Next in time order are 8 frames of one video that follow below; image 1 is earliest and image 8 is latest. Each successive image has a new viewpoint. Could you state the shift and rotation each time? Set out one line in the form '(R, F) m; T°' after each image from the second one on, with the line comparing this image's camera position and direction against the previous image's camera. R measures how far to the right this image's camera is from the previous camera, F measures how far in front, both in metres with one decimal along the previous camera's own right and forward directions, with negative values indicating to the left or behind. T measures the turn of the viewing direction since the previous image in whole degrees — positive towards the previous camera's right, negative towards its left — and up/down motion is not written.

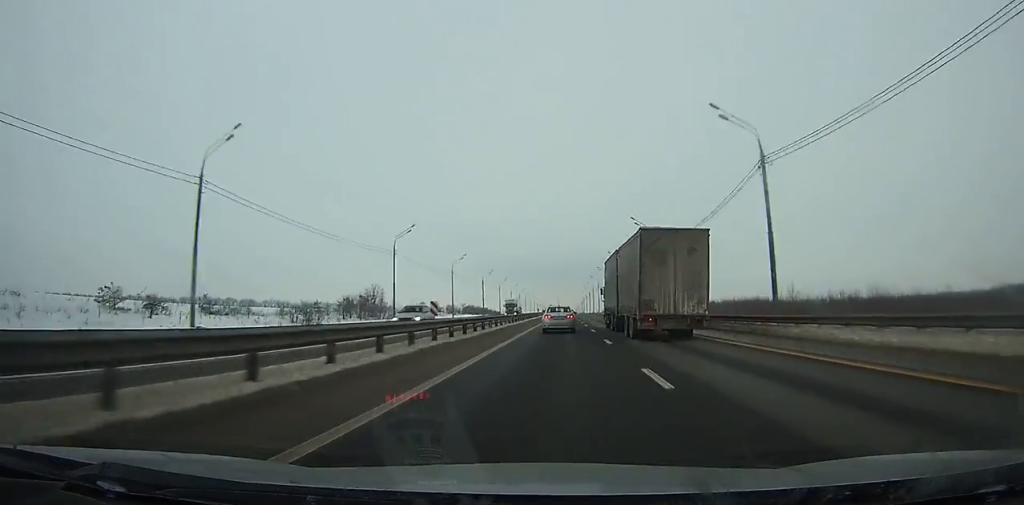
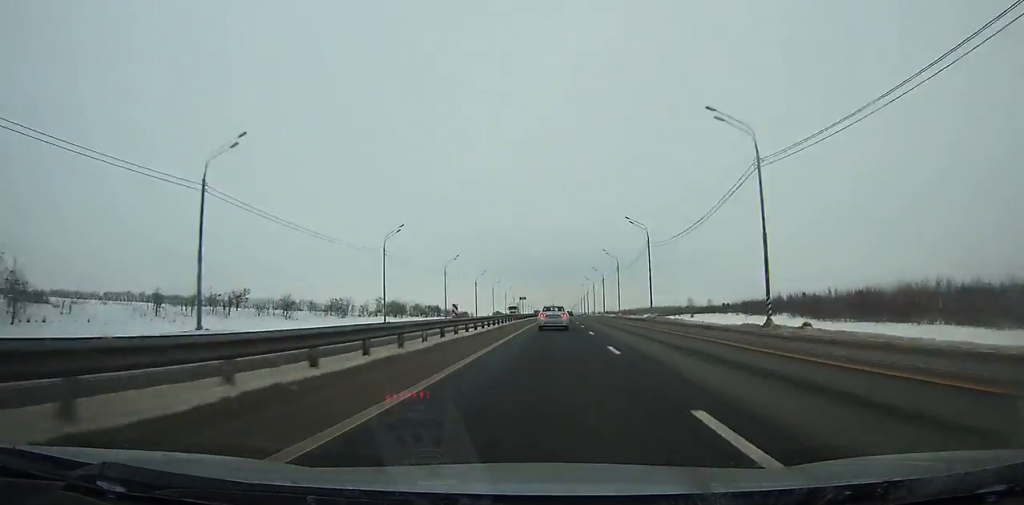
(+0.6, +111.4) m; 0°
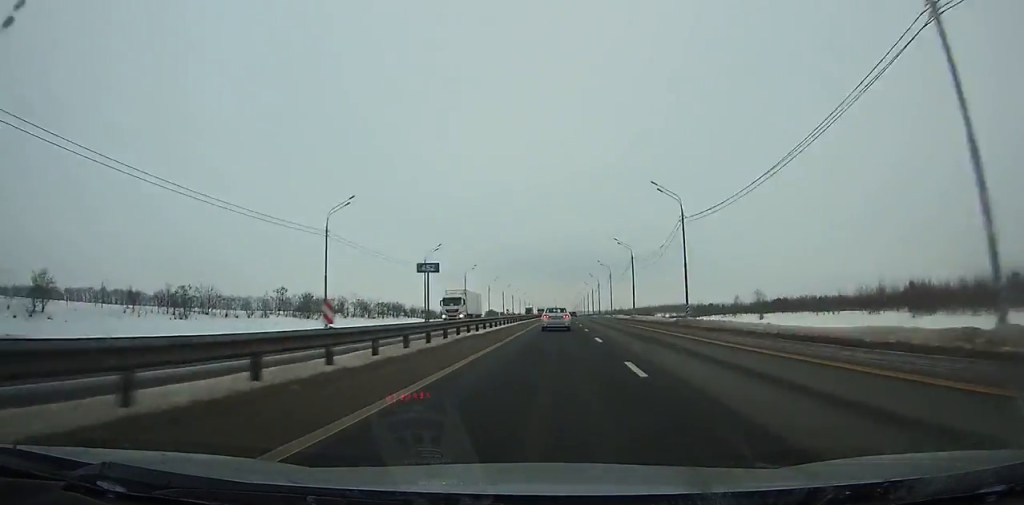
(-0.1, +52.6) m; 0°
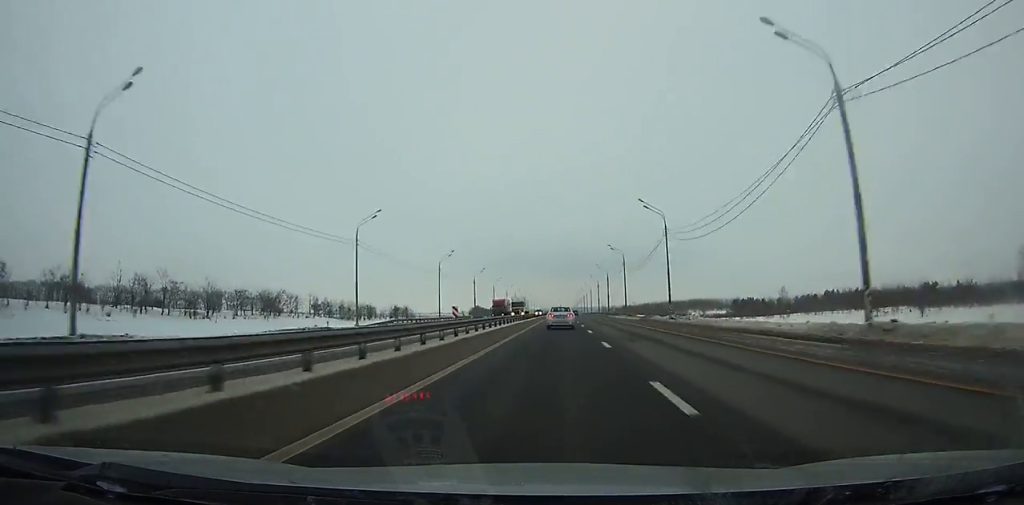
(-0.1, +62.6) m; 0°
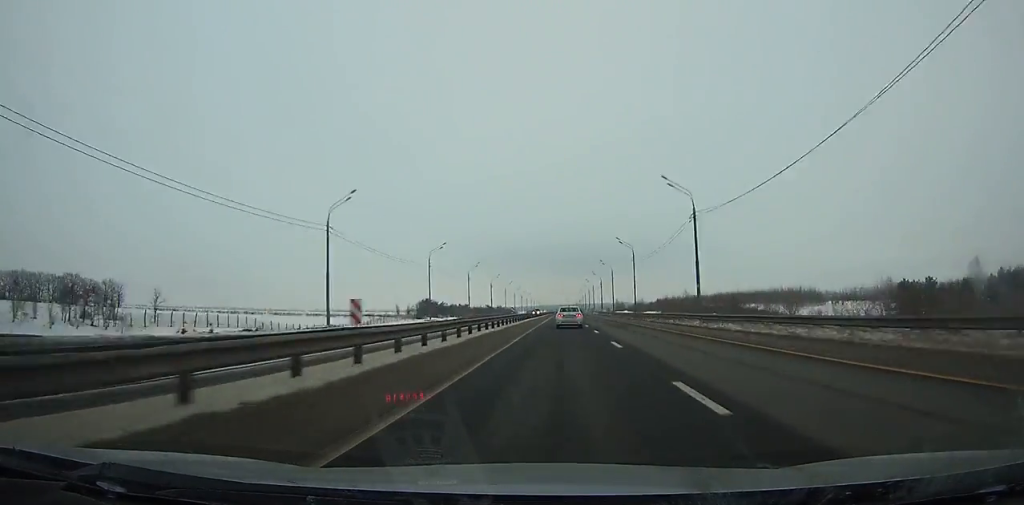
(-0.1, +119.7) m; 0°
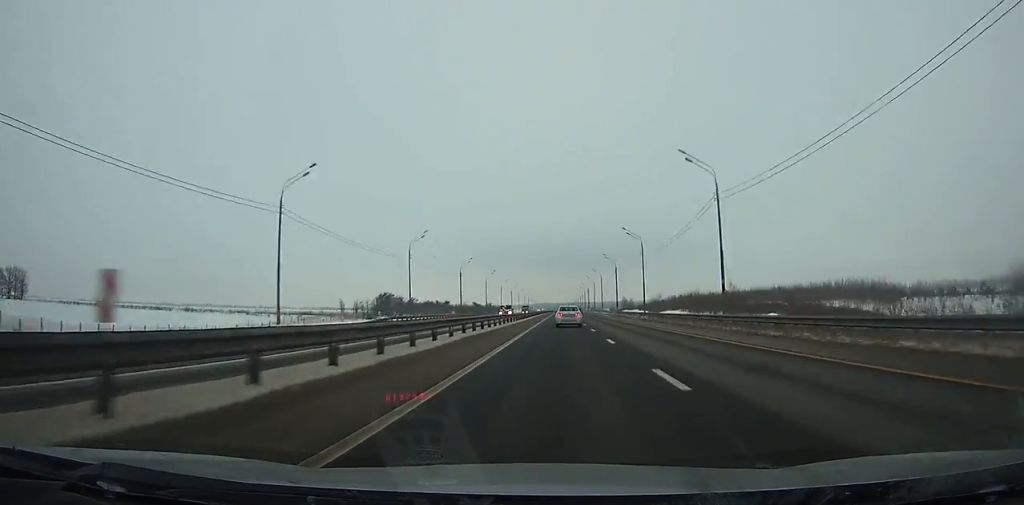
(+0.1, +46.9) m; 0°
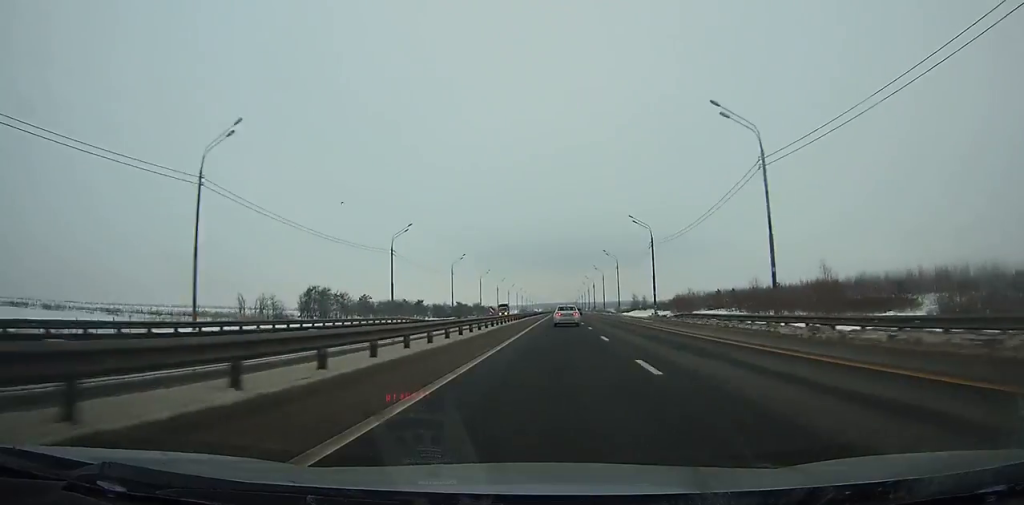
(0.0, +43.9) m; 0°
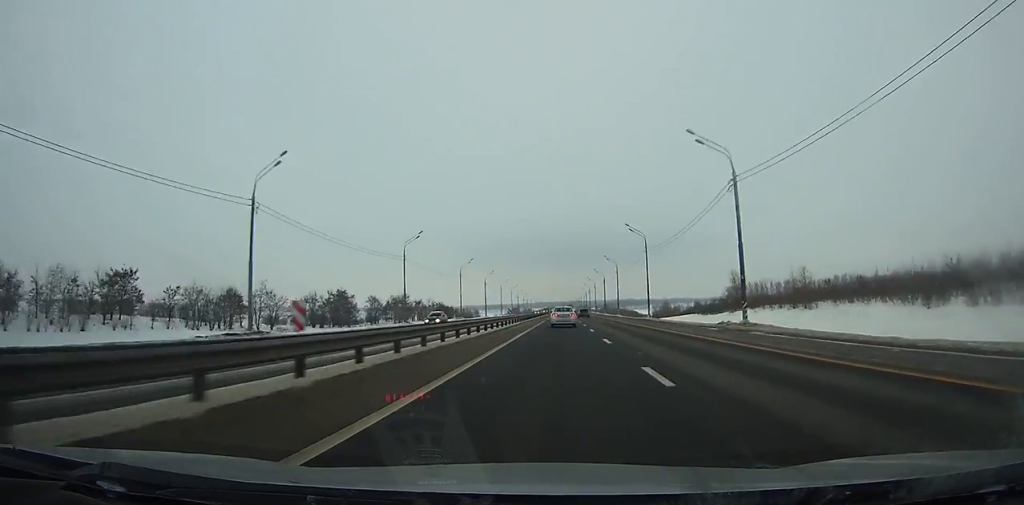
(0.0, +142.9) m; 0°
